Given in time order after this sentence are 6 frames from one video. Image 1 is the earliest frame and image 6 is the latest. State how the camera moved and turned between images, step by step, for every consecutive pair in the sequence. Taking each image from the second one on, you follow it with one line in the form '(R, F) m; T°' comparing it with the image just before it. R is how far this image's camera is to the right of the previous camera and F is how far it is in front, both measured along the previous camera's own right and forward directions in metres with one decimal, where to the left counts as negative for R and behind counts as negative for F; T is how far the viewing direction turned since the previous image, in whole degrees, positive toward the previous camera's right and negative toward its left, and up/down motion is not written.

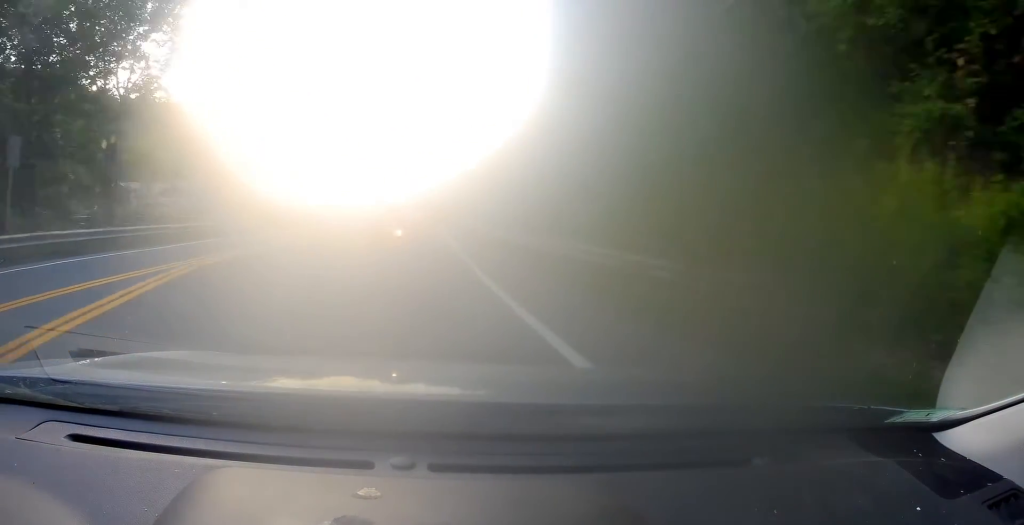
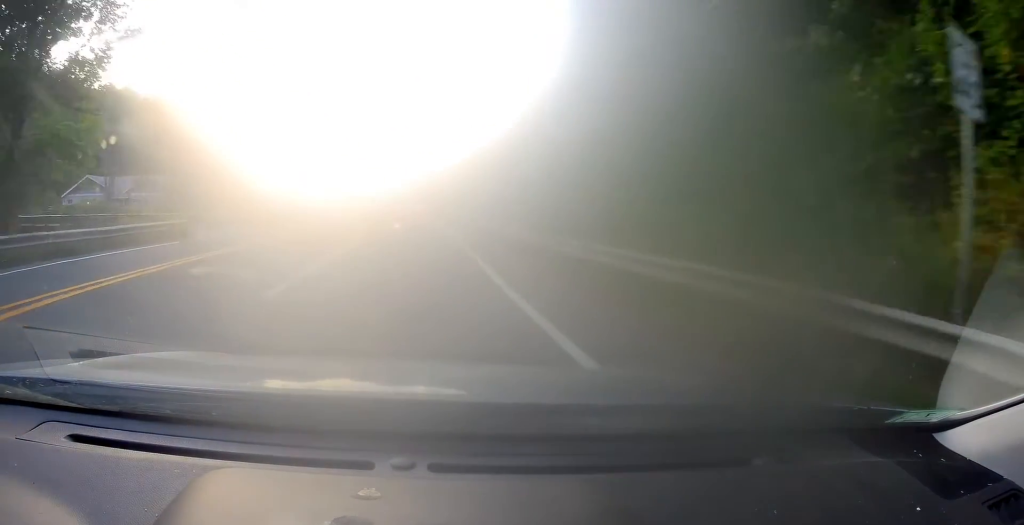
(0.0, +7.2) m; +1°
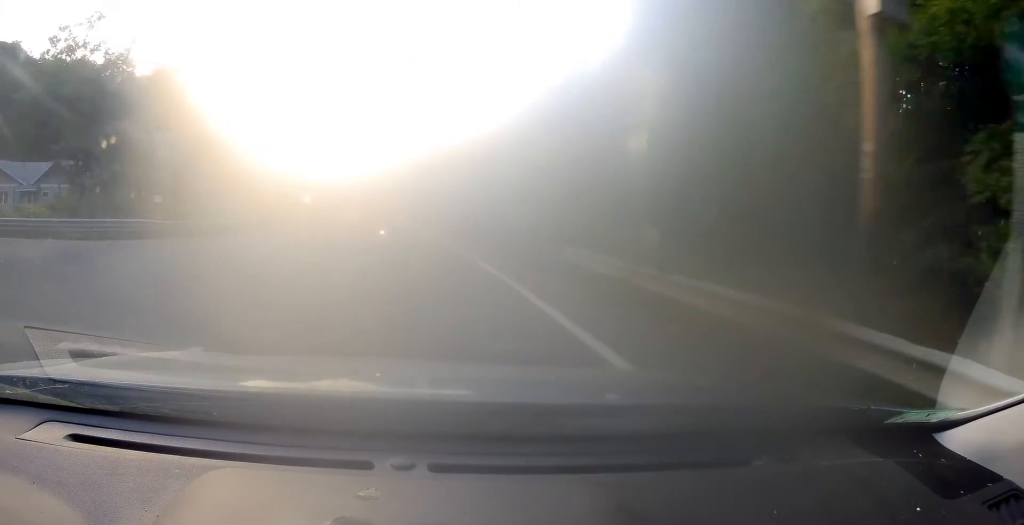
(+0.1, +17.2) m; 0°
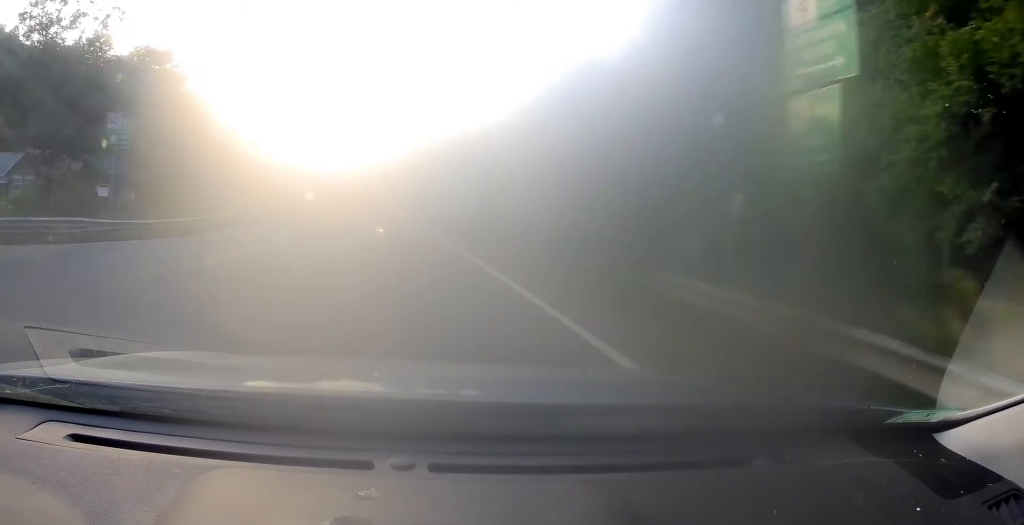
(-0.1, +19.9) m; 0°
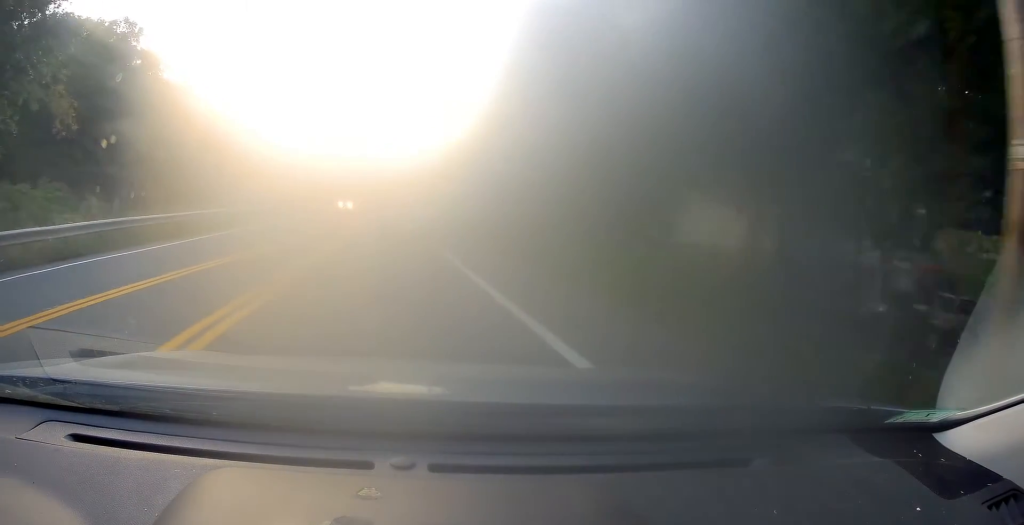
(-1.1, +43.3) m; -5°
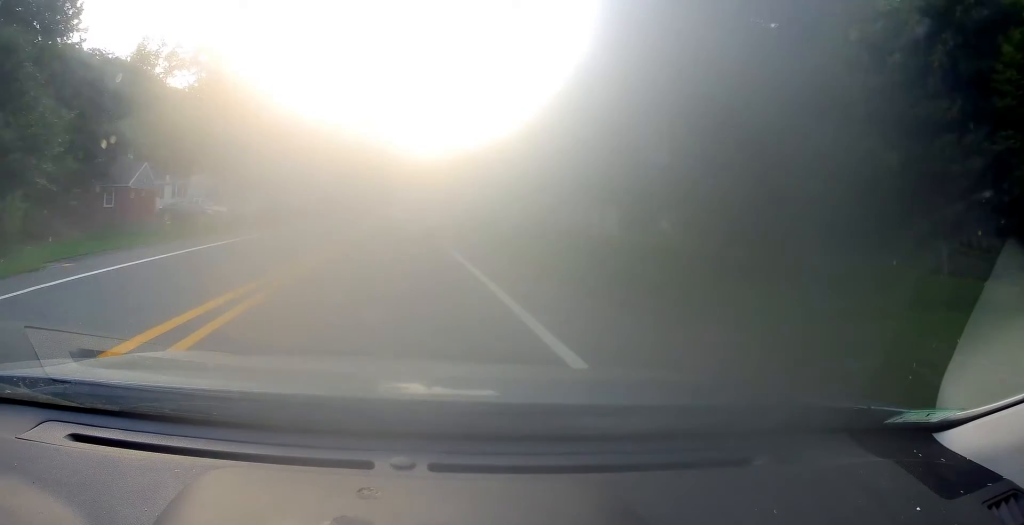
(-0.6, +35.0) m; -1°
